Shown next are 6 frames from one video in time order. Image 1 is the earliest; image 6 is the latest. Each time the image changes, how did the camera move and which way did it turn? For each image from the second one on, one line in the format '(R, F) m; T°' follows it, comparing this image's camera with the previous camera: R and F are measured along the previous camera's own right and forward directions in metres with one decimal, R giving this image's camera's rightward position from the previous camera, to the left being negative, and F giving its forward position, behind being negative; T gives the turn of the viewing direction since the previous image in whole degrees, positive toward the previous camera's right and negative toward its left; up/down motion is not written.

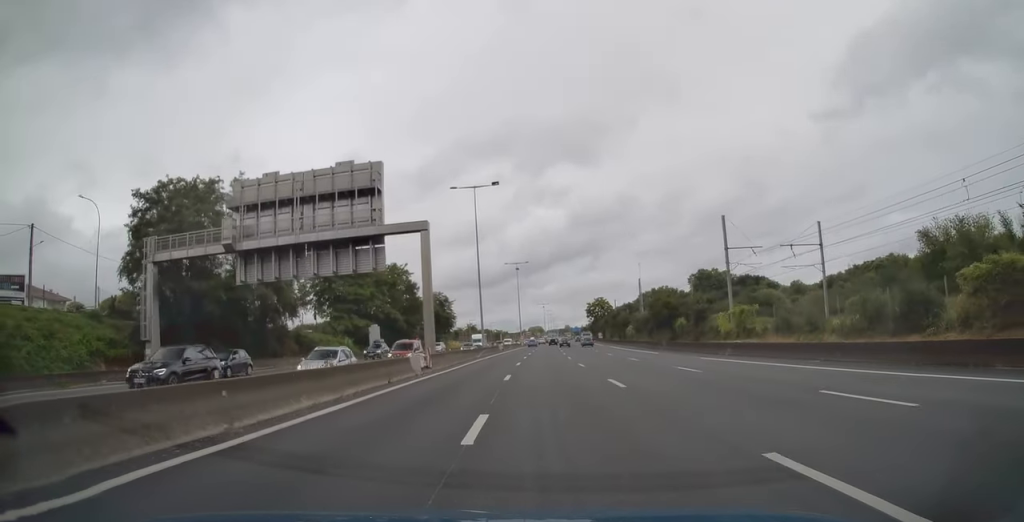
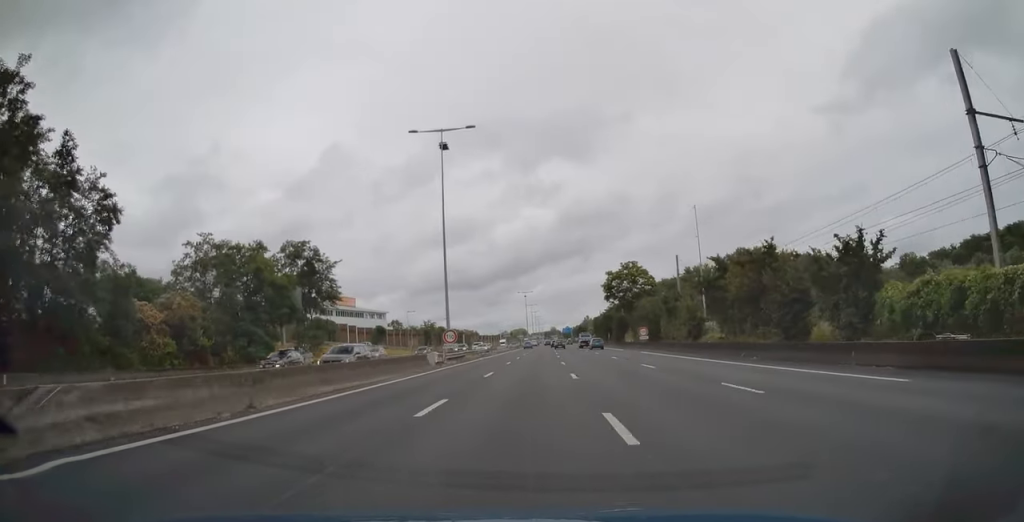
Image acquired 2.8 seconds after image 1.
(+1.2, +87.4) m; +2°
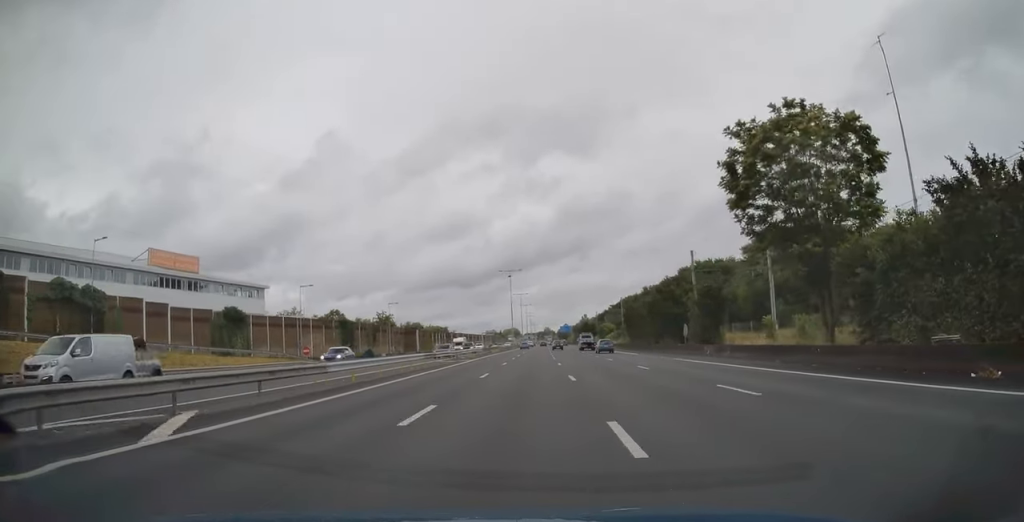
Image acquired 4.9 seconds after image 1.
(+0.3, +65.5) m; +1°
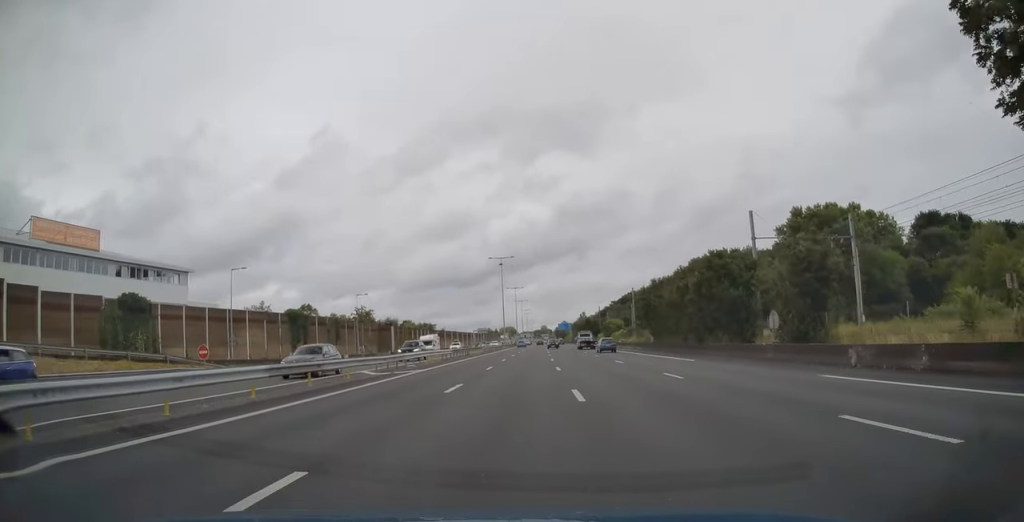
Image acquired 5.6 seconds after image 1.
(0.0, +20.1) m; 0°
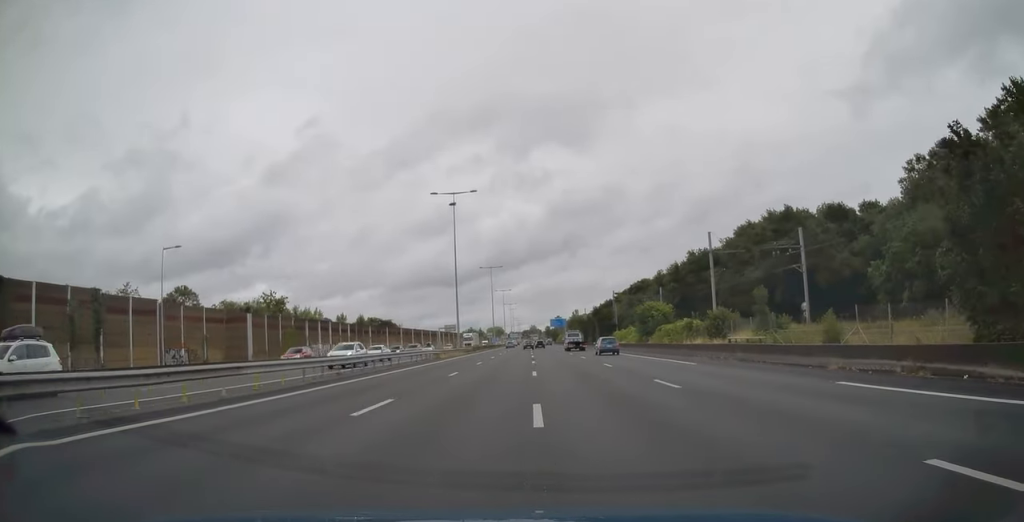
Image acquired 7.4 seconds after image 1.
(+0.2, +55.9) m; +1°
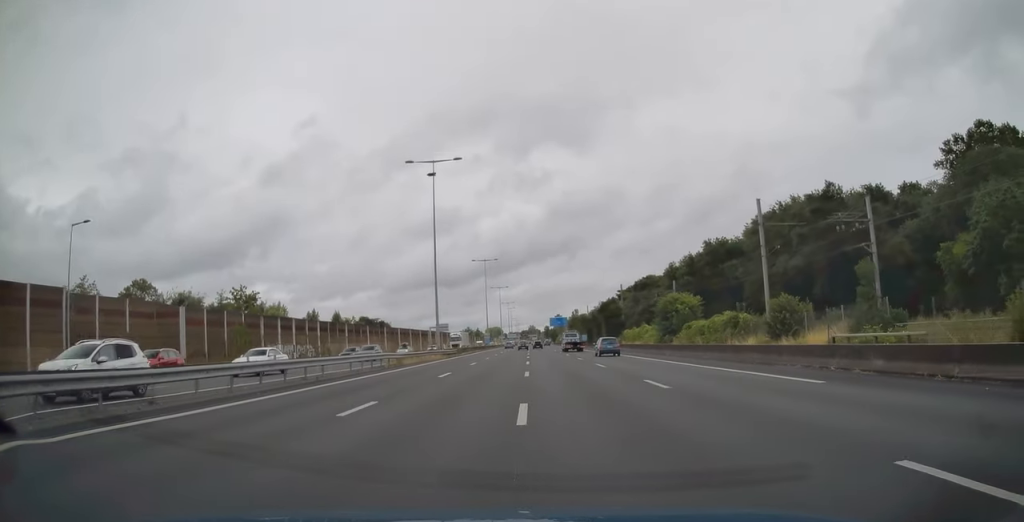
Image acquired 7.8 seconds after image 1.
(-0.1, +12.9) m; 0°
